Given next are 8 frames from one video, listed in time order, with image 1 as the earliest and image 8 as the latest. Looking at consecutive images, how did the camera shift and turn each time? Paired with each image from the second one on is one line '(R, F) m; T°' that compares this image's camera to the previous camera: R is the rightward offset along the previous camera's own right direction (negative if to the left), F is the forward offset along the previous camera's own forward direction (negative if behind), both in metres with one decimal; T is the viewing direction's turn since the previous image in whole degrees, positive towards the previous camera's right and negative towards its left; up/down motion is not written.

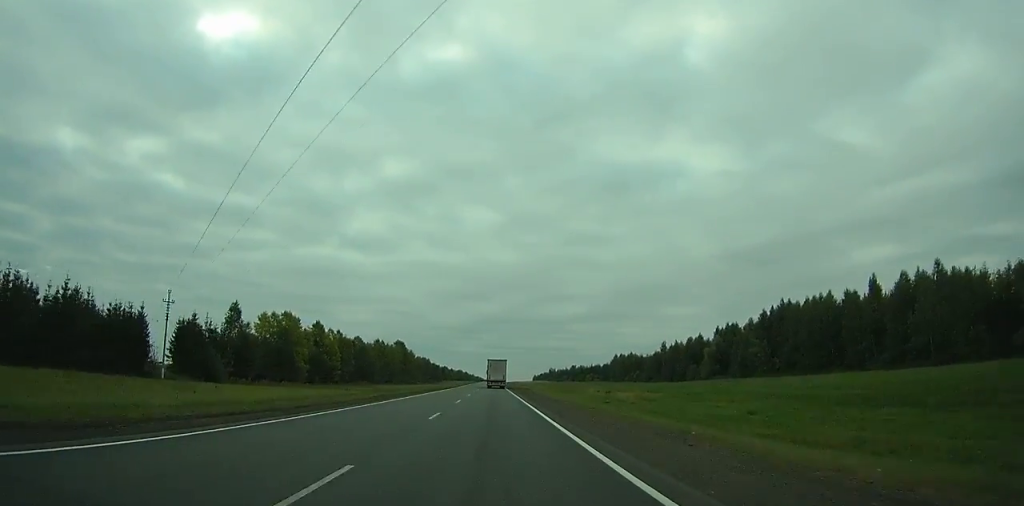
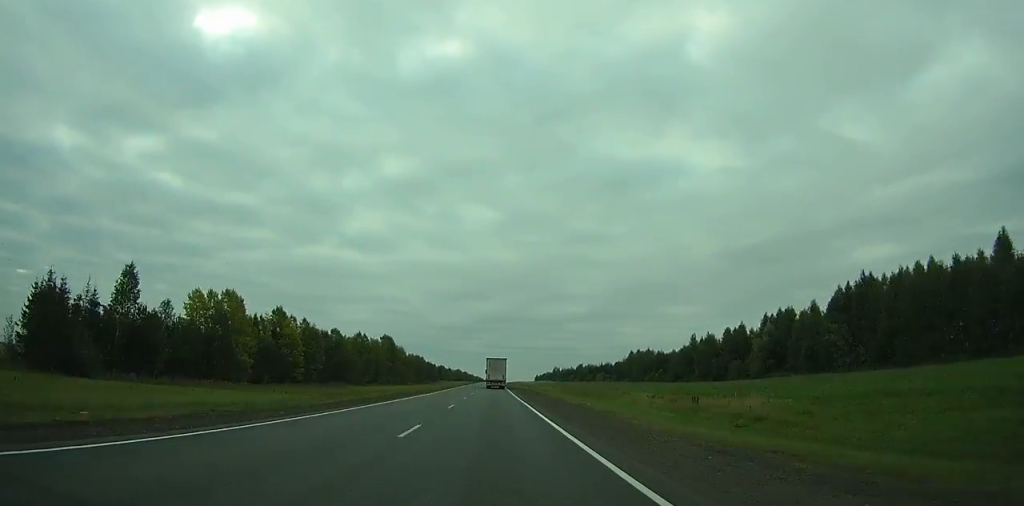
(0.0, +29.9) m; 0°
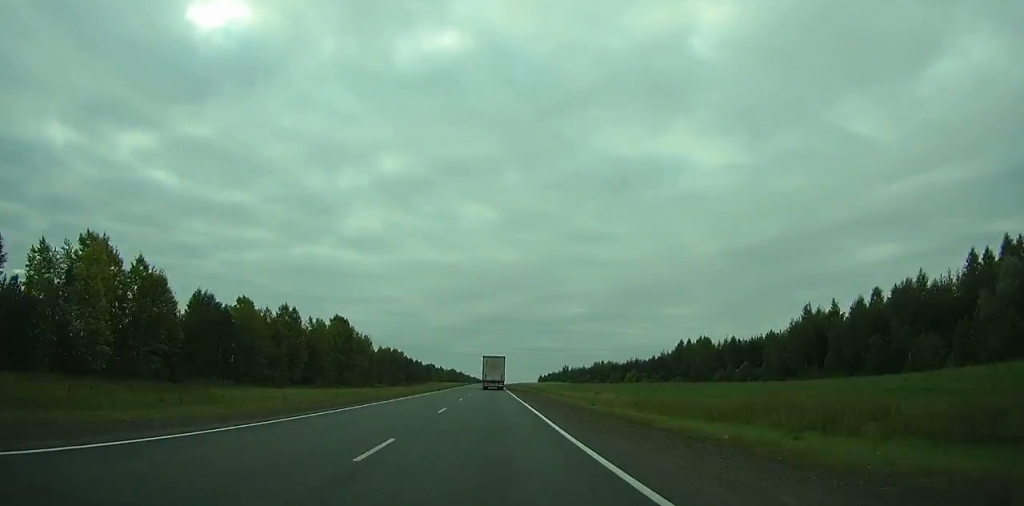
(0.0, +64.6) m; 0°
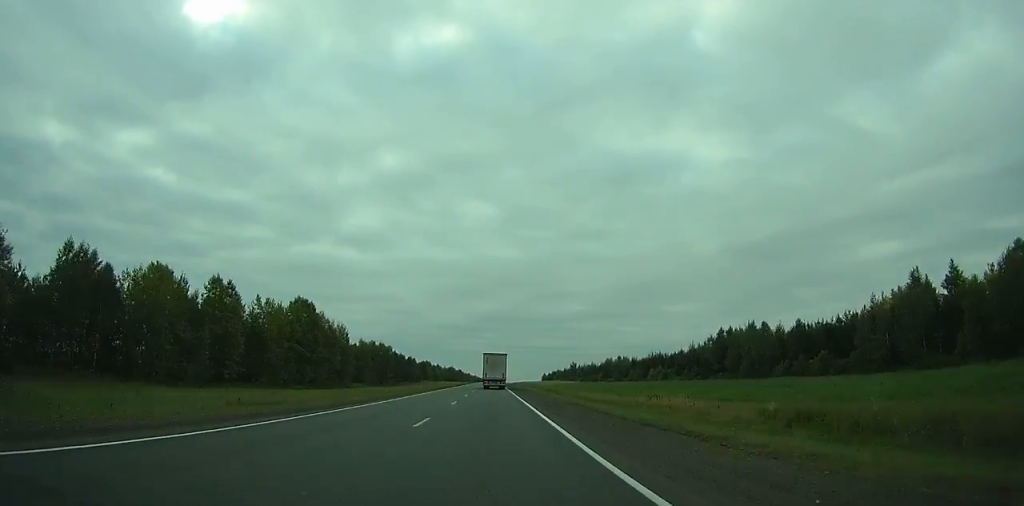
(0.0, +32.4) m; 0°
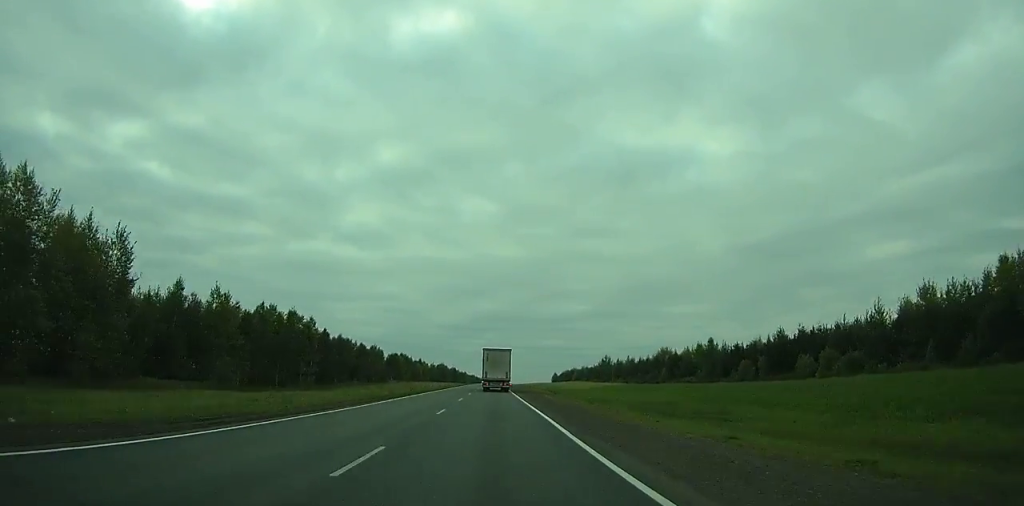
(-0.1, +94.2) m; 0°
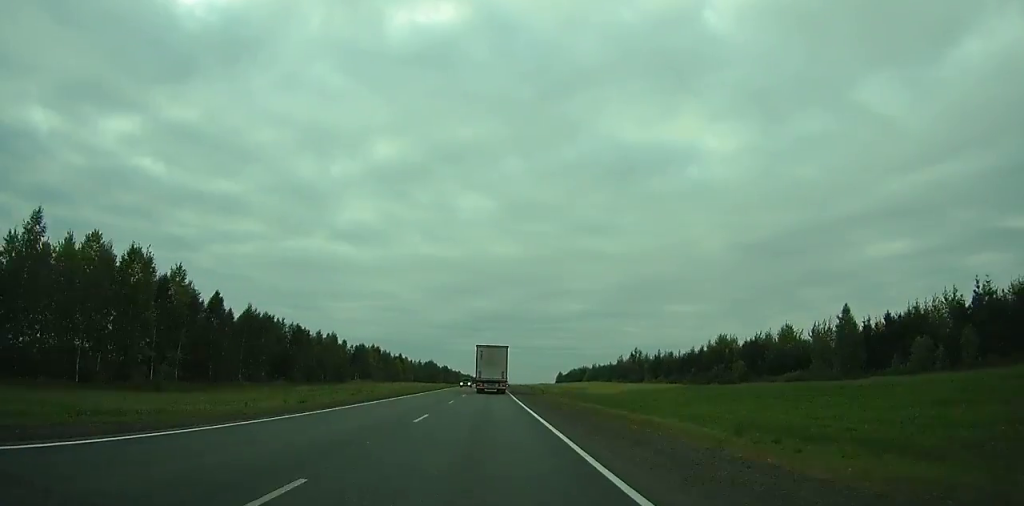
(0.0, +53.8) m; 0°
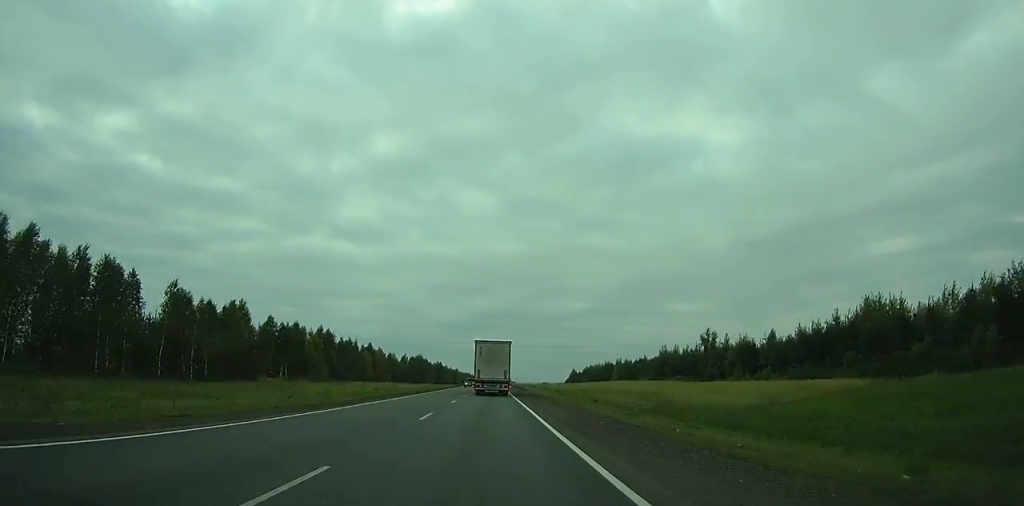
(0.0, +62.6) m; 0°
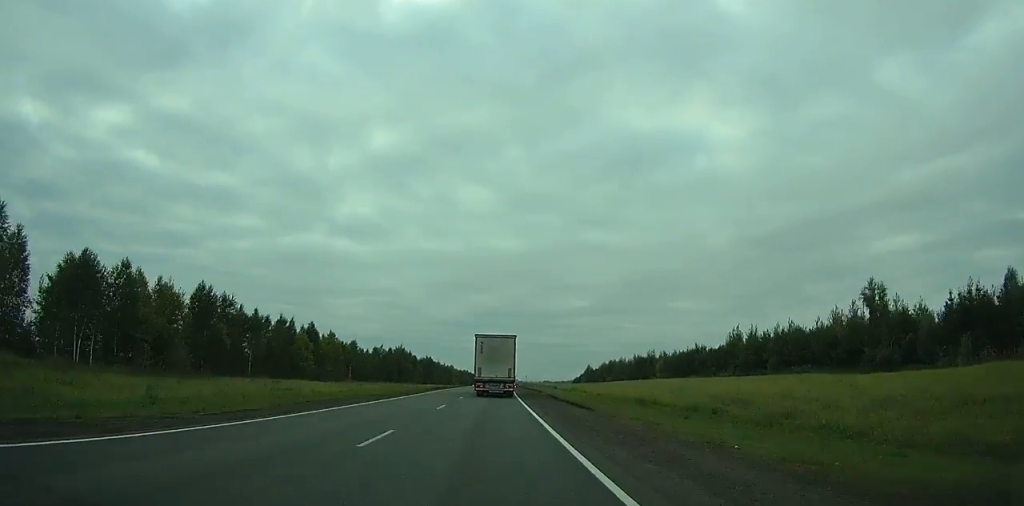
(0.0, +56.7) m; 0°
